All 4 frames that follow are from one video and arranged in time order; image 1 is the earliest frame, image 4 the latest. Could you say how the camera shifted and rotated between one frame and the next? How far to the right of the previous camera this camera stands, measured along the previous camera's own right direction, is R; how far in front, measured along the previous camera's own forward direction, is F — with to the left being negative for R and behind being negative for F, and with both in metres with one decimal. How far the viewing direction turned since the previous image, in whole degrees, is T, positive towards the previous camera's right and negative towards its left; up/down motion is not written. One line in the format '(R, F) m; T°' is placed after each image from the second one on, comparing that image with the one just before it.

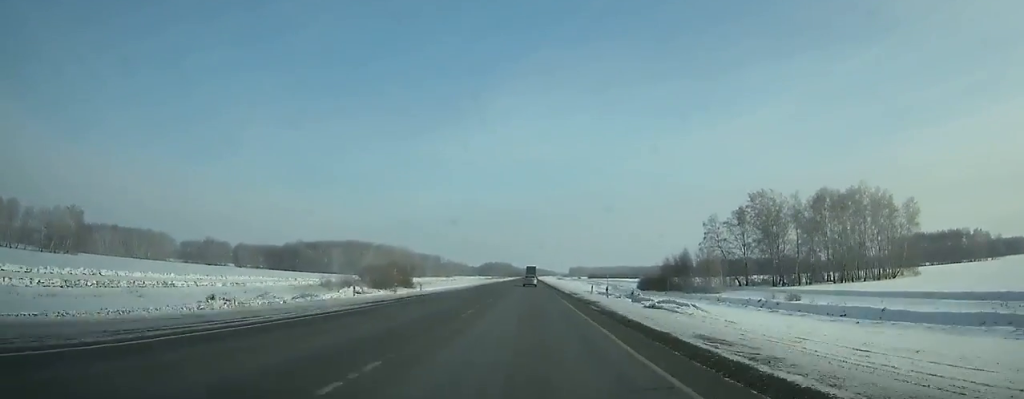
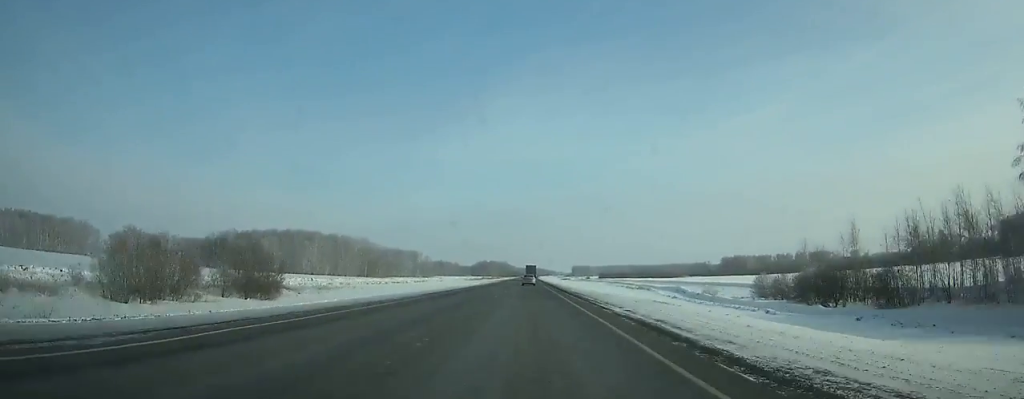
(+0.1, +86.4) m; 0°
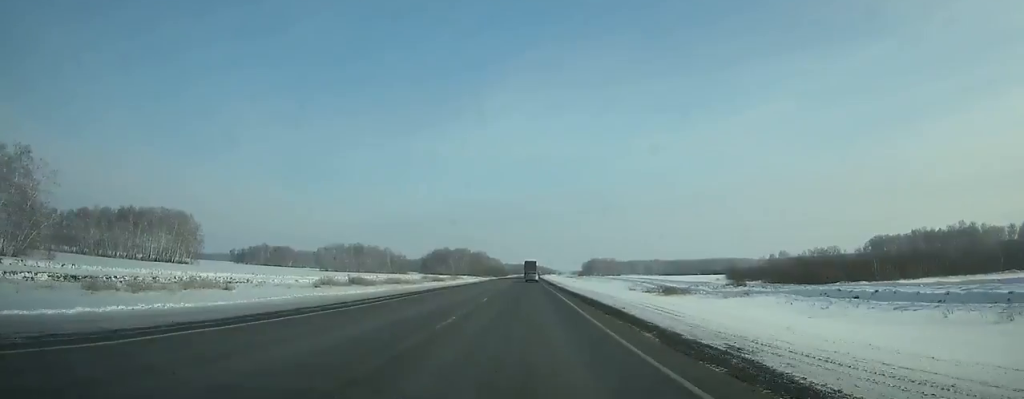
(+1.5, +311.8) m; +1°
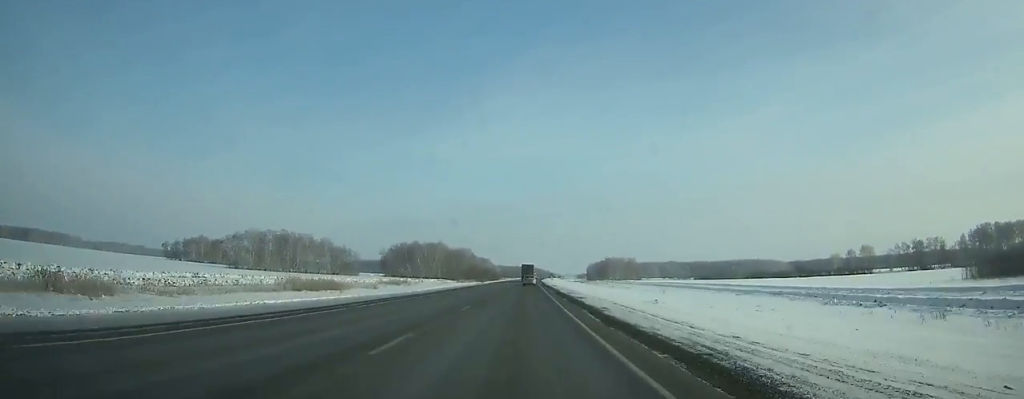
(+0.3, +124.8) m; 0°
